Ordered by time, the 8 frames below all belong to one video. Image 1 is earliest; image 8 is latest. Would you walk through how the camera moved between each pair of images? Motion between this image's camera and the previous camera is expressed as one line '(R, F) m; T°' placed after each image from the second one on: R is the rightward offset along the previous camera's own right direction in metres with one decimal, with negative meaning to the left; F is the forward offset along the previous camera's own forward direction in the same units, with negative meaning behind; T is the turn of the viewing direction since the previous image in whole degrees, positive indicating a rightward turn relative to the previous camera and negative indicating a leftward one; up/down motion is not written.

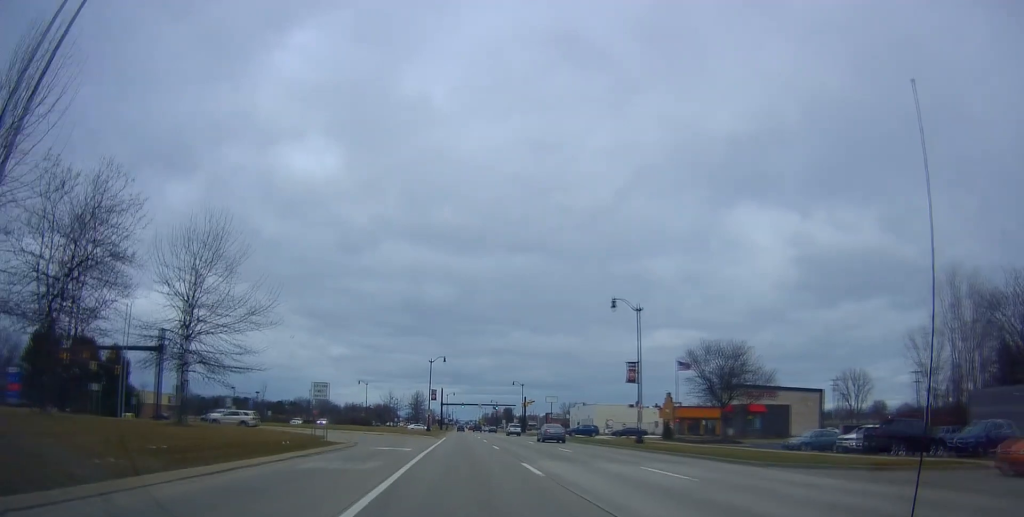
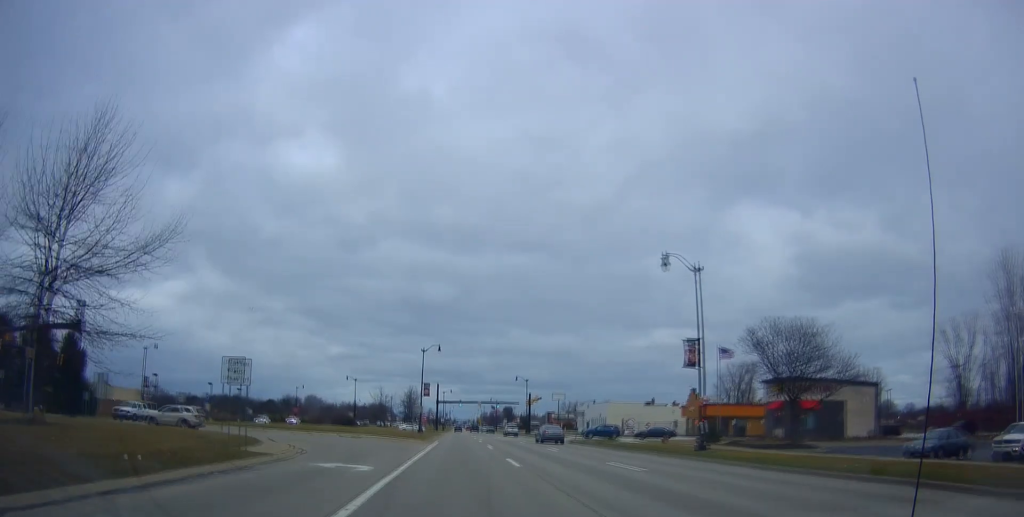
(0.0, +11.9) m; 0°
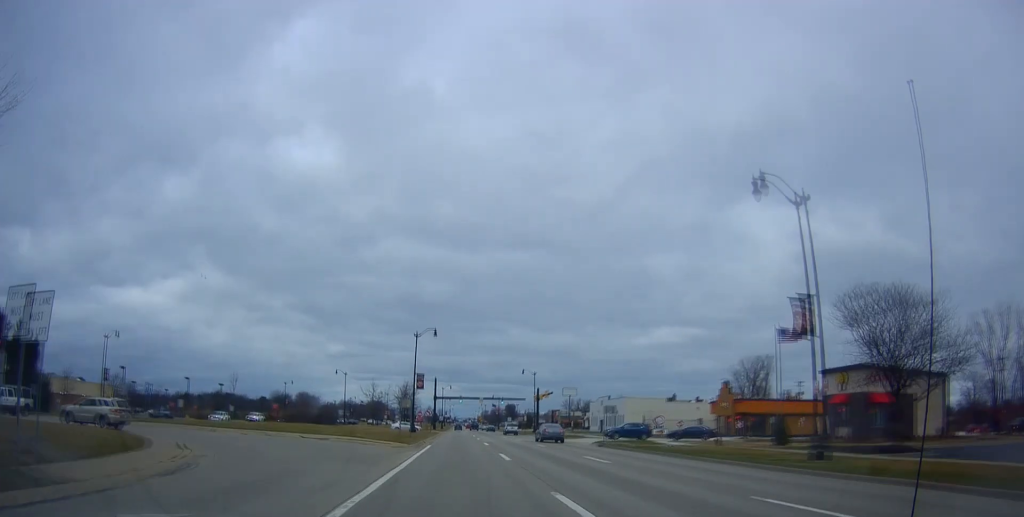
(0.0, +11.2) m; 0°
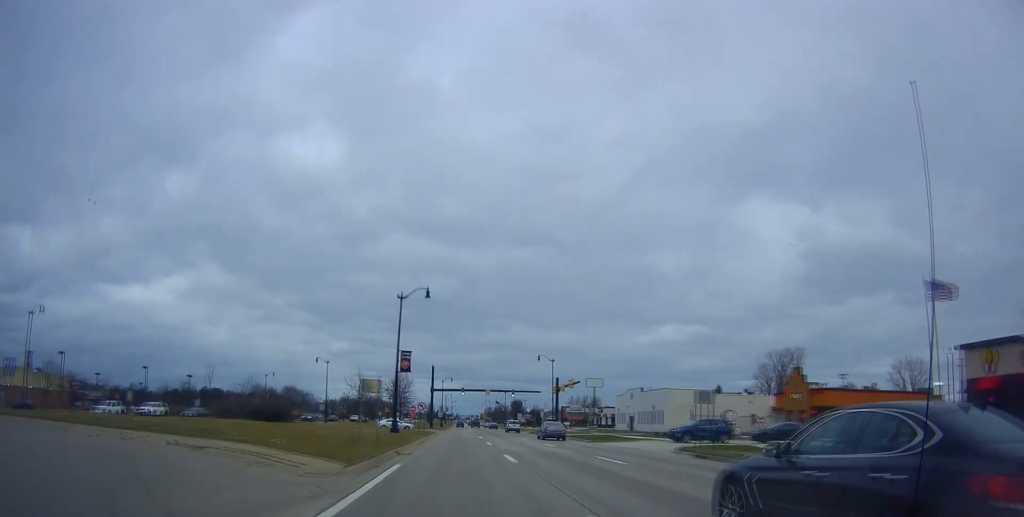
(0.0, +17.5) m; 0°
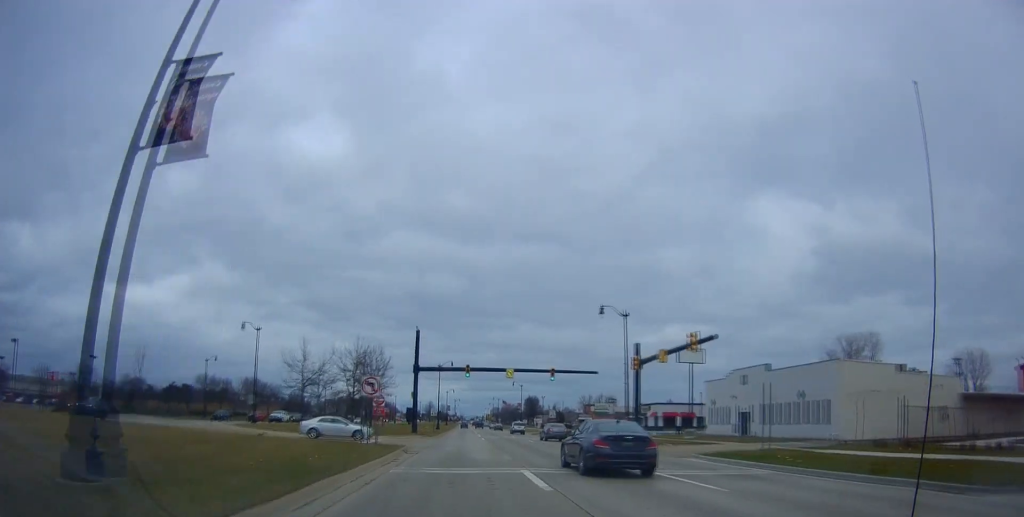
(-0.8, +35.2) m; -2°
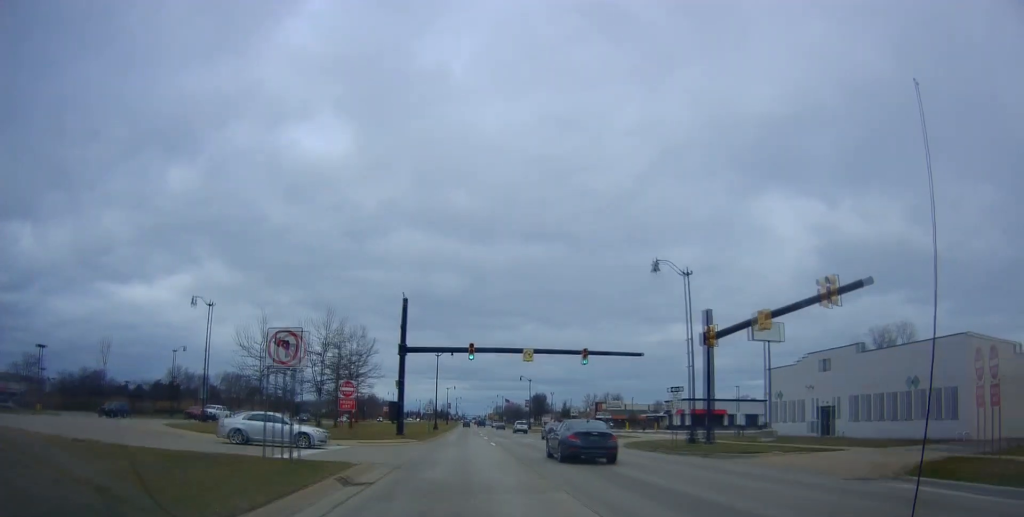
(-0.2, +13.0) m; +1°
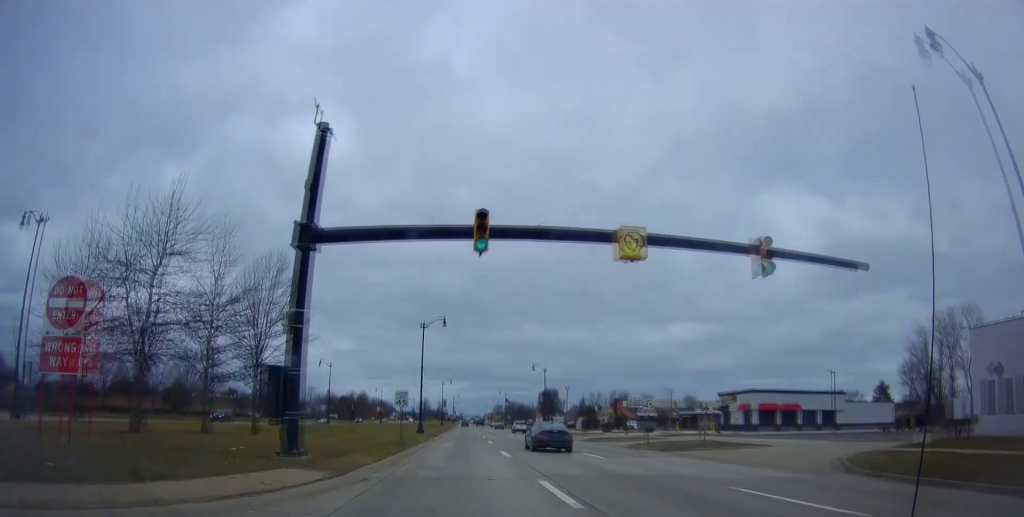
(+0.8, +24.7) m; +1°
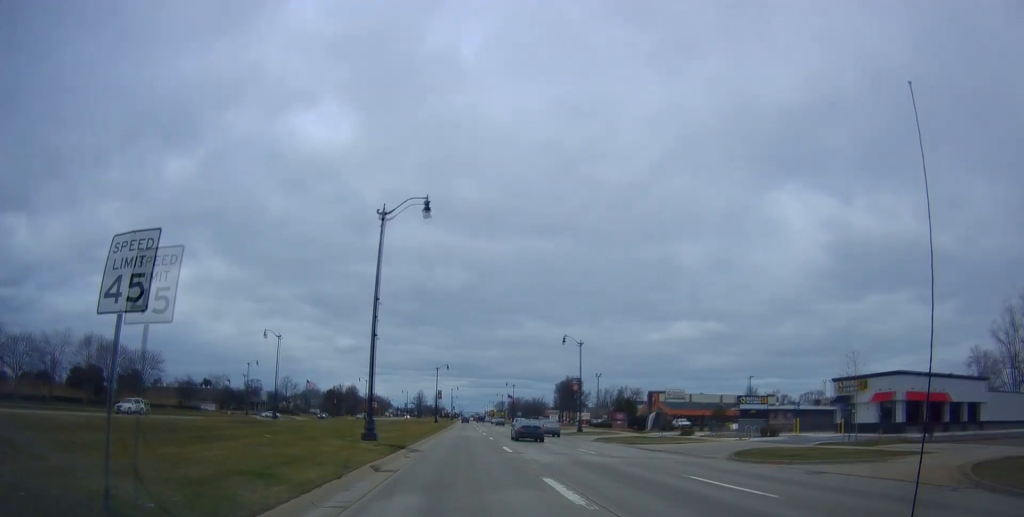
(-1.0, +29.1) m; -2°
